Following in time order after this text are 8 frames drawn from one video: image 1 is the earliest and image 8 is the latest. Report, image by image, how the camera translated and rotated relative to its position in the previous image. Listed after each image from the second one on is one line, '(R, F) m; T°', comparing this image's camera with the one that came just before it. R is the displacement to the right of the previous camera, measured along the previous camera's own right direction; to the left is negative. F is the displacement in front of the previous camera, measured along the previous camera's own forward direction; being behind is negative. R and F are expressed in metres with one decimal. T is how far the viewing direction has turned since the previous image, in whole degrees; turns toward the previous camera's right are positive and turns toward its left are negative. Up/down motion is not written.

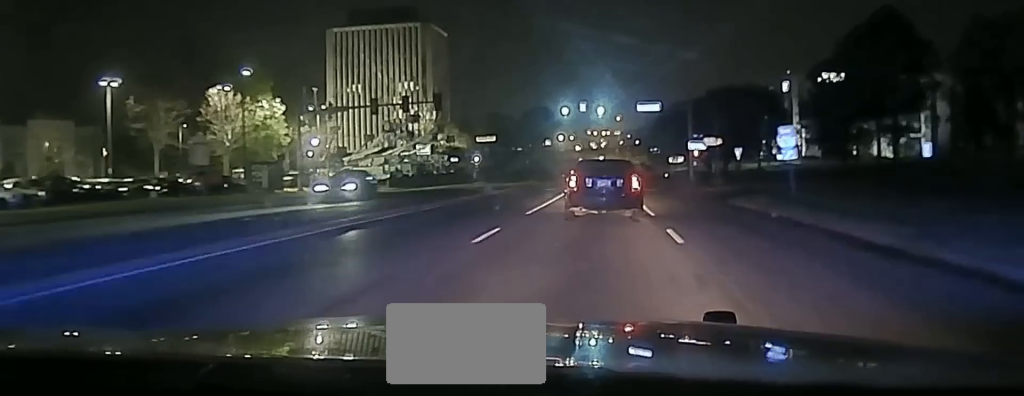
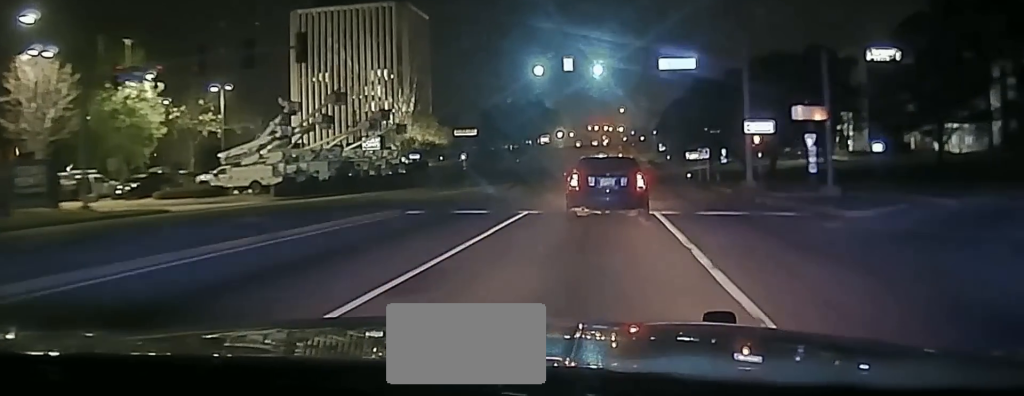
(-0.2, +27.7) m; 0°
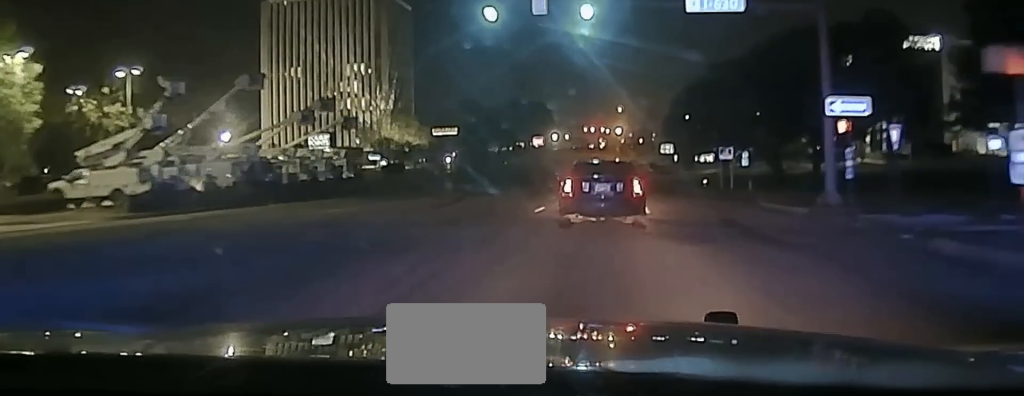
(0.0, +16.5) m; 0°
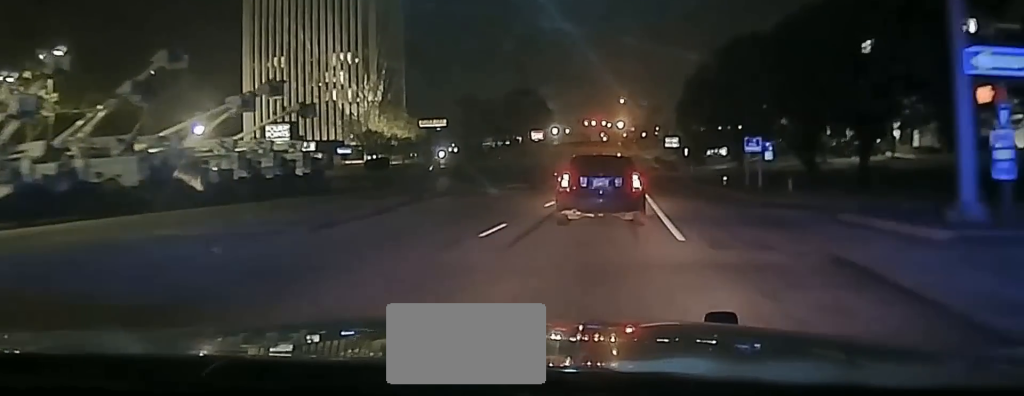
(0.0, +11.9) m; 0°
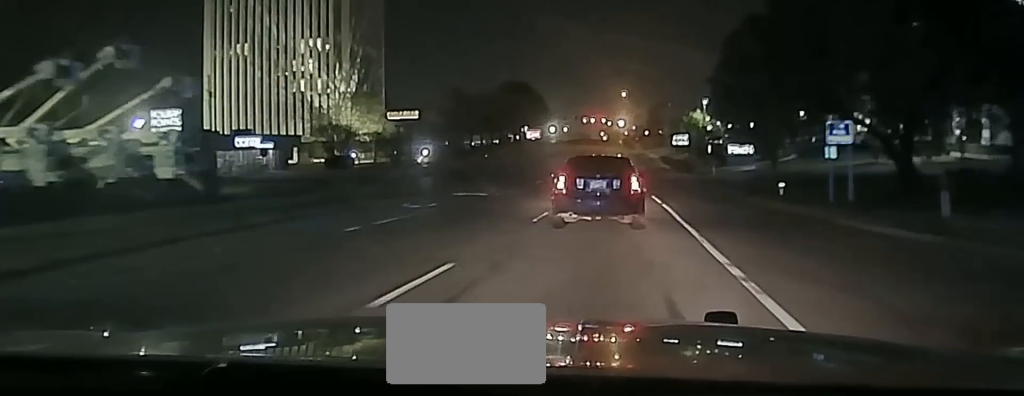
(0.0, +21.9) m; 0°
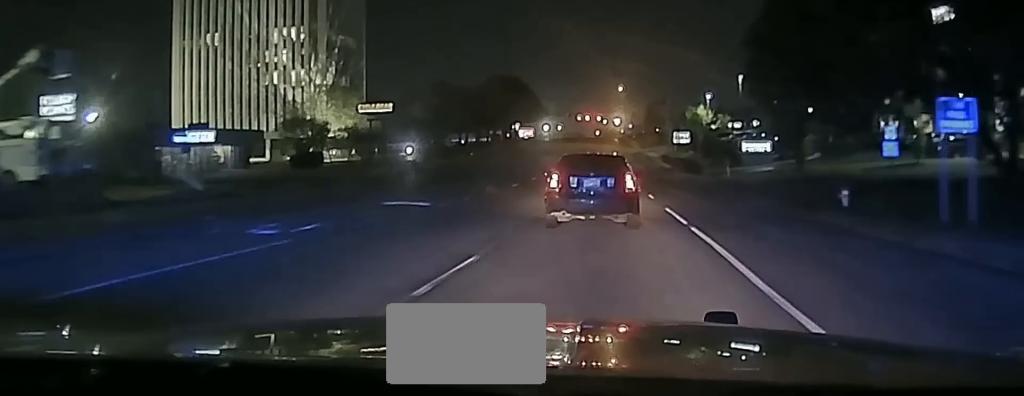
(0.0, +12.5) m; 0°
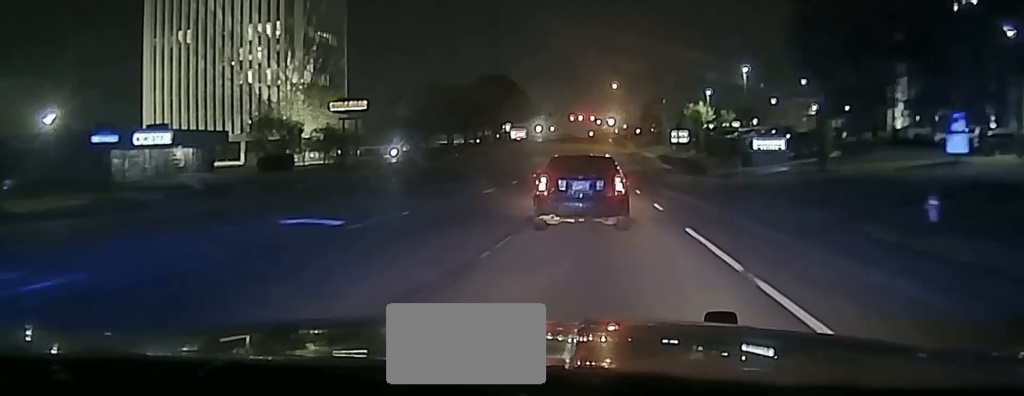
(0.0, +9.7) m; 0°
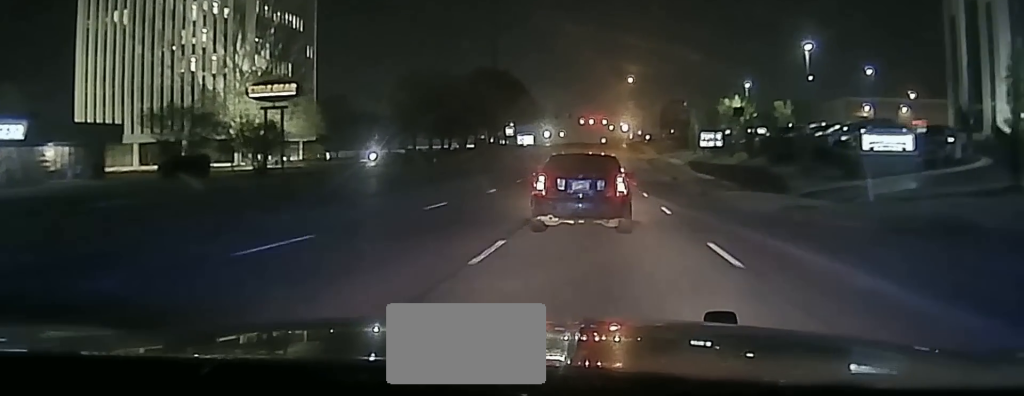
(-0.1, +24.3) m; -1°
